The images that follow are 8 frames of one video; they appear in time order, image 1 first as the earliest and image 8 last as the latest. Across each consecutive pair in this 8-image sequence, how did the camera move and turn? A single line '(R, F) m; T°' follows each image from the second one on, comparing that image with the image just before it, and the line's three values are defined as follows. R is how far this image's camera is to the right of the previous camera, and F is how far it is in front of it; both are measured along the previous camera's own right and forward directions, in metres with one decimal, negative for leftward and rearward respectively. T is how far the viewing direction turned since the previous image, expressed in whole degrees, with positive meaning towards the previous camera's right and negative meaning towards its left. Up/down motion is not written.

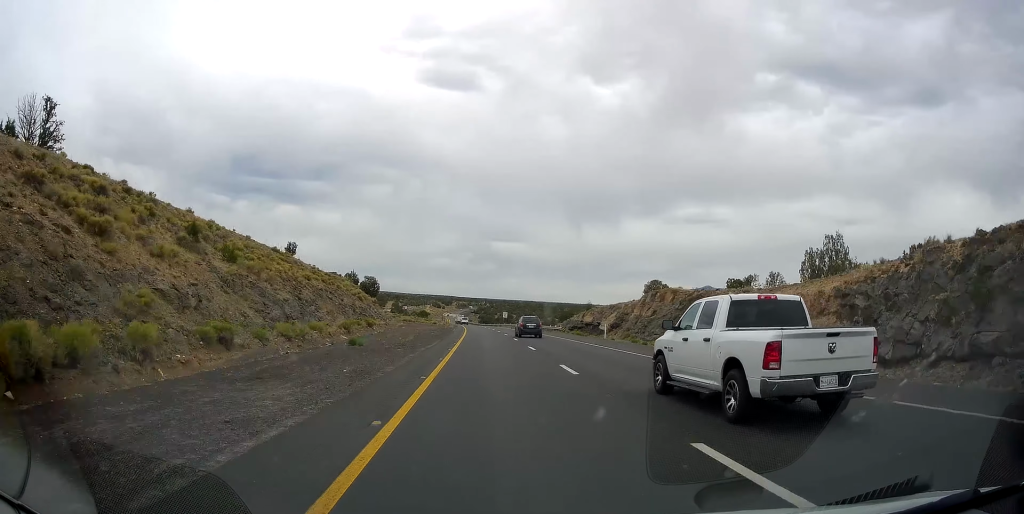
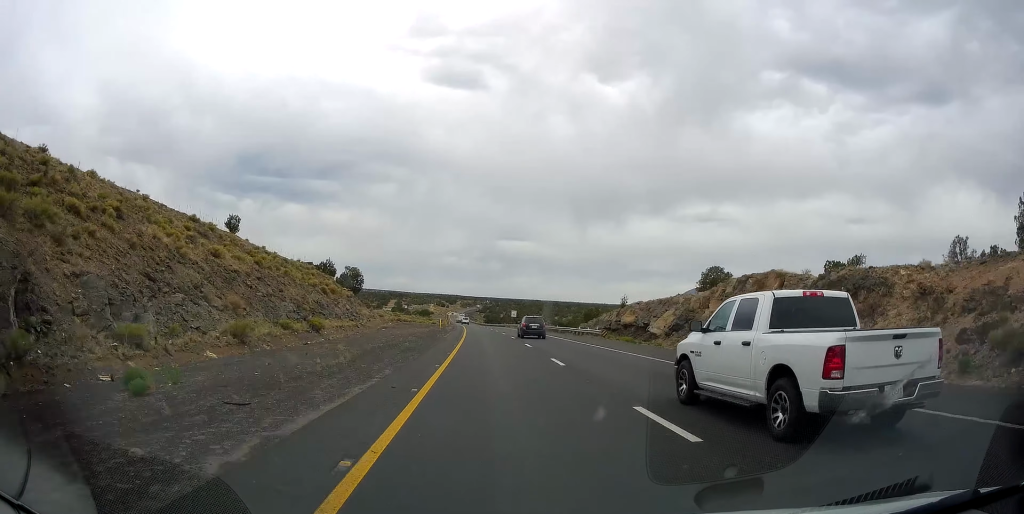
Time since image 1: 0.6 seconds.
(-0.6, +21.0) m; -1°
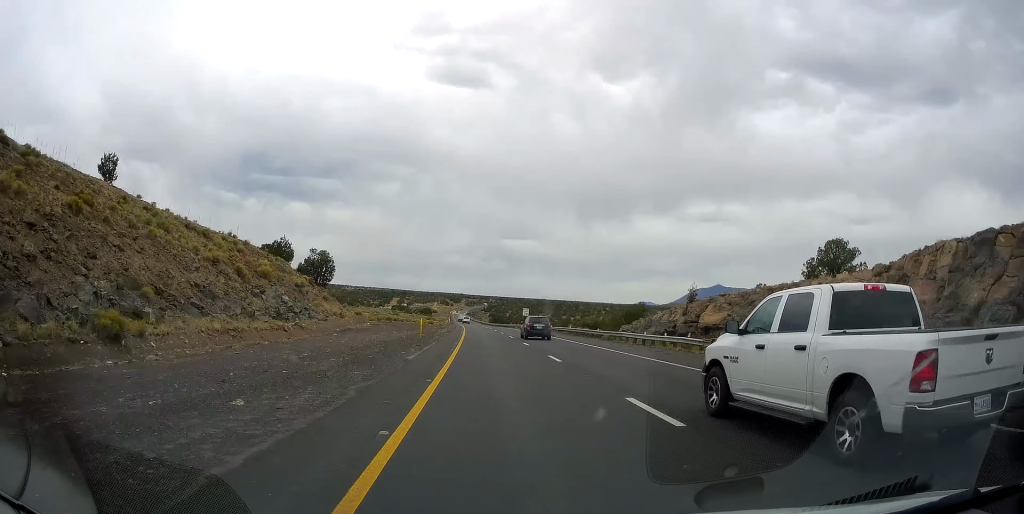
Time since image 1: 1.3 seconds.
(-0.4, +23.2) m; -1°
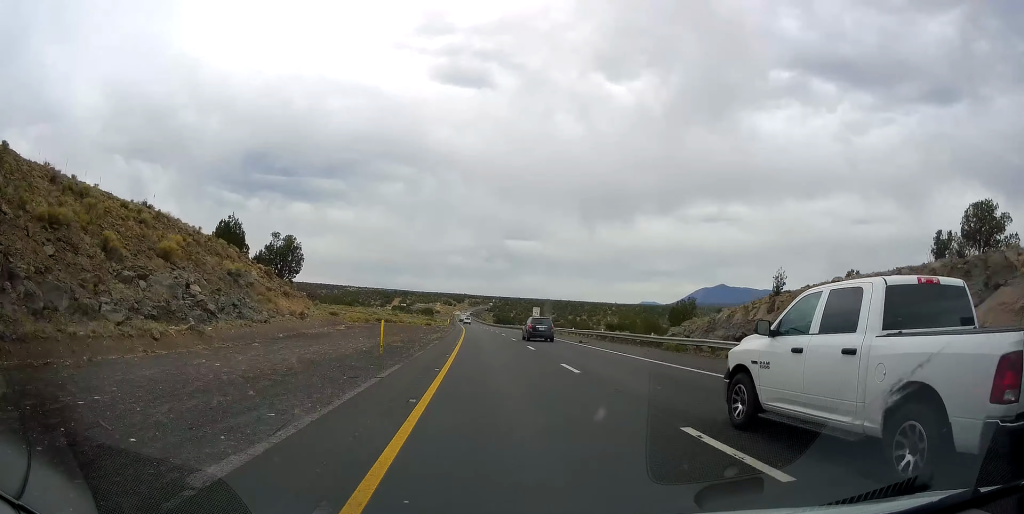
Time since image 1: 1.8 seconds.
(0.0, +15.5) m; 0°
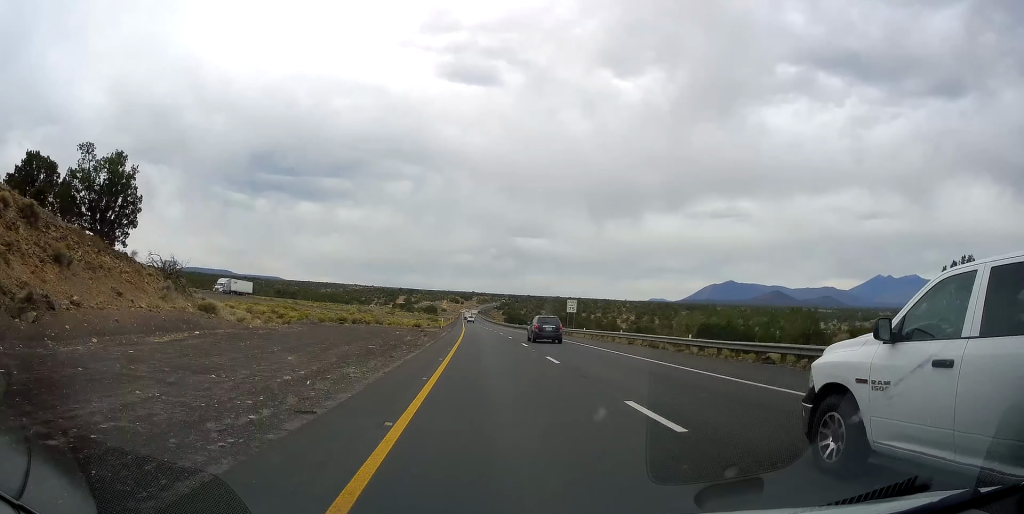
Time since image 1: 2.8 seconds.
(+0.1, +33.4) m; -1°
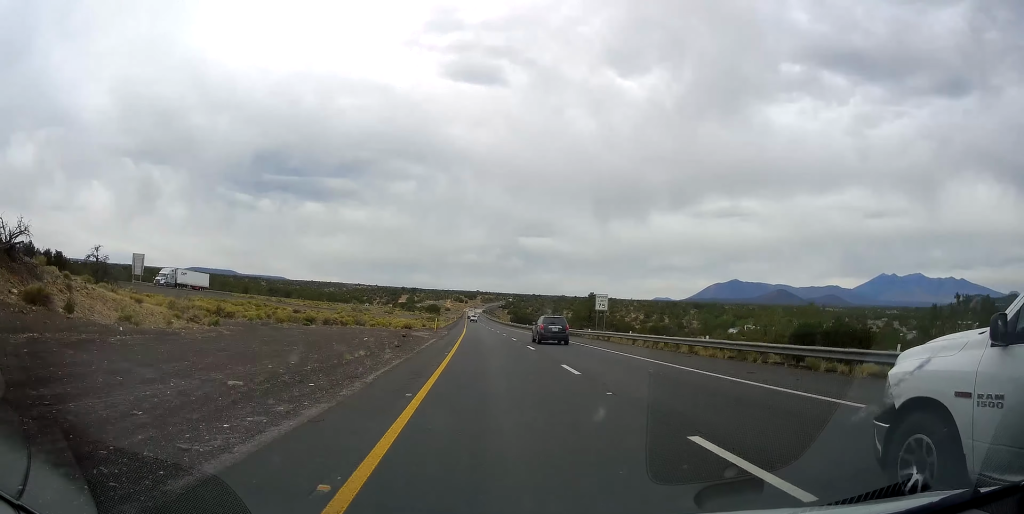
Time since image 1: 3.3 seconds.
(0.0, +15.6) m; -1°
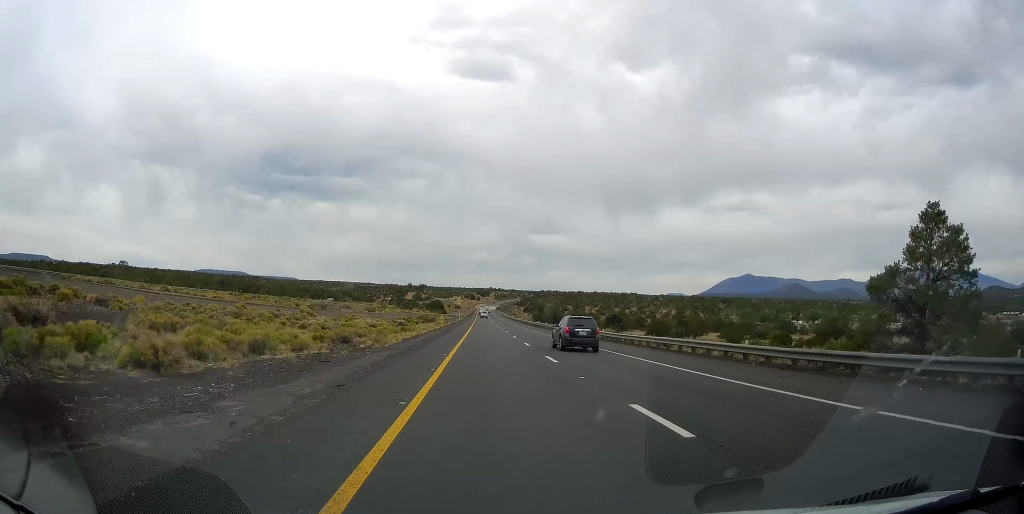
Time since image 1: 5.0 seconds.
(-1.5, +57.2) m; -2°
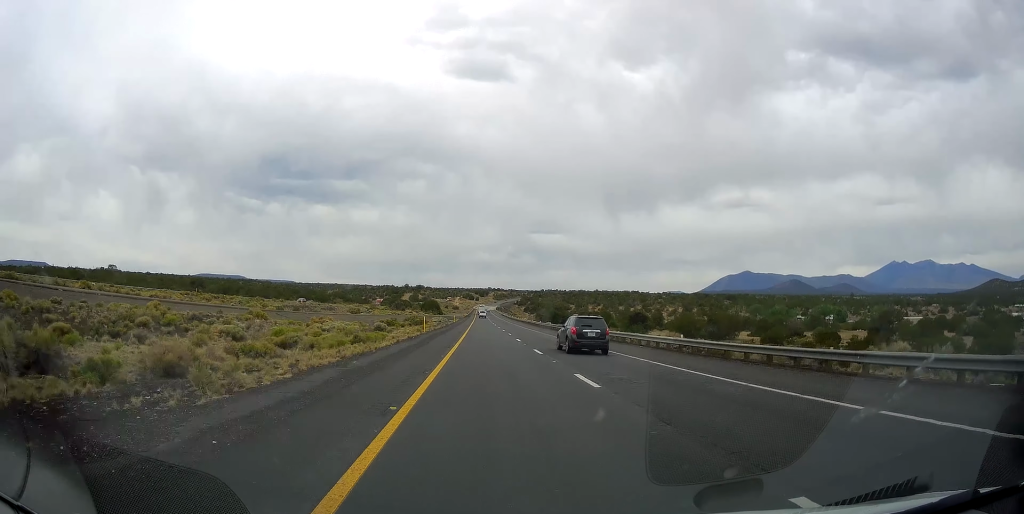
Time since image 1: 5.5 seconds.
(-0.1, +19.2) m; 0°
